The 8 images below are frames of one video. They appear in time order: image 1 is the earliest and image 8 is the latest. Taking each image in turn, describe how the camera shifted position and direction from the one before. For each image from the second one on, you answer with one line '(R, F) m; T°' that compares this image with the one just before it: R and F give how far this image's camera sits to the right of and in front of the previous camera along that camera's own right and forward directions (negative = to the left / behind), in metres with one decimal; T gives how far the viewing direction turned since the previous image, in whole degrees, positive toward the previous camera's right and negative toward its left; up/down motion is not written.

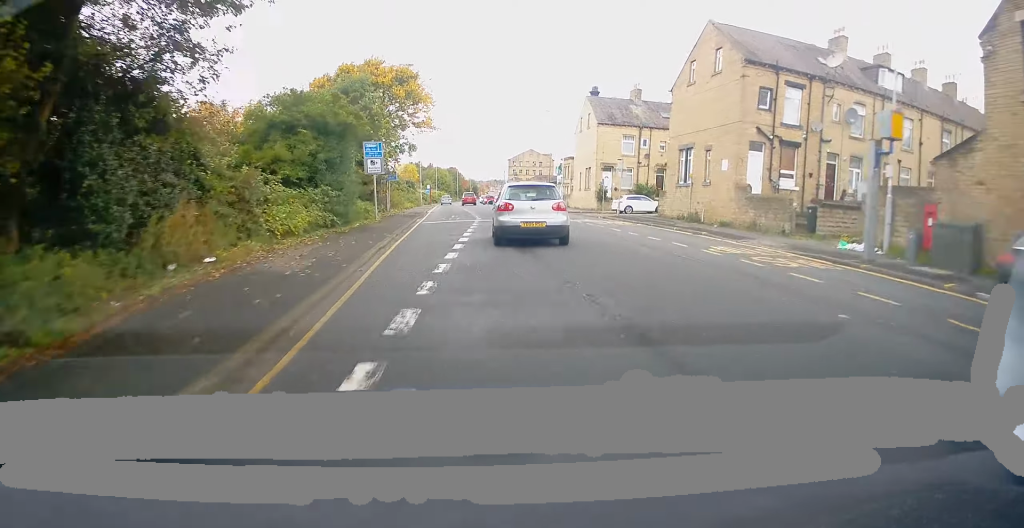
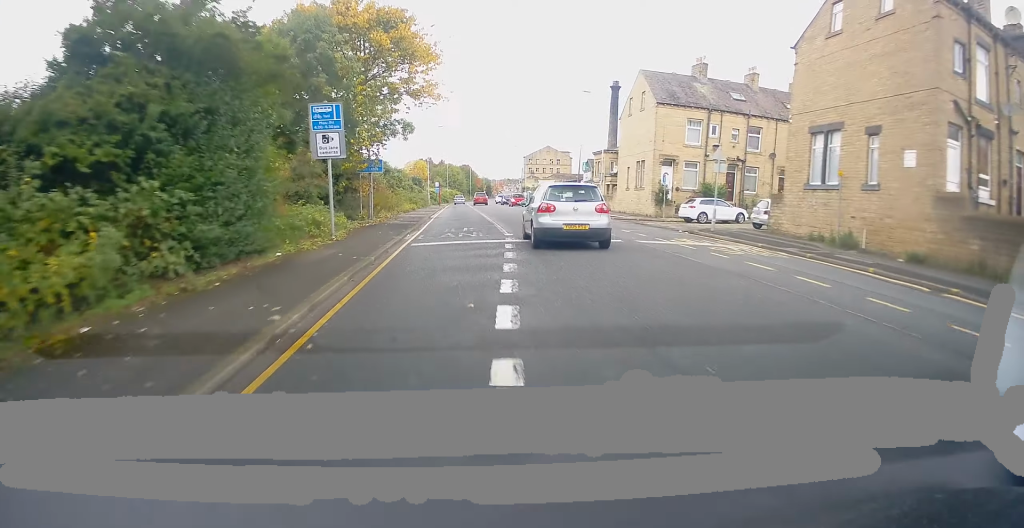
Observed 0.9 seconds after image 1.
(0.0, +12.0) m; -2°
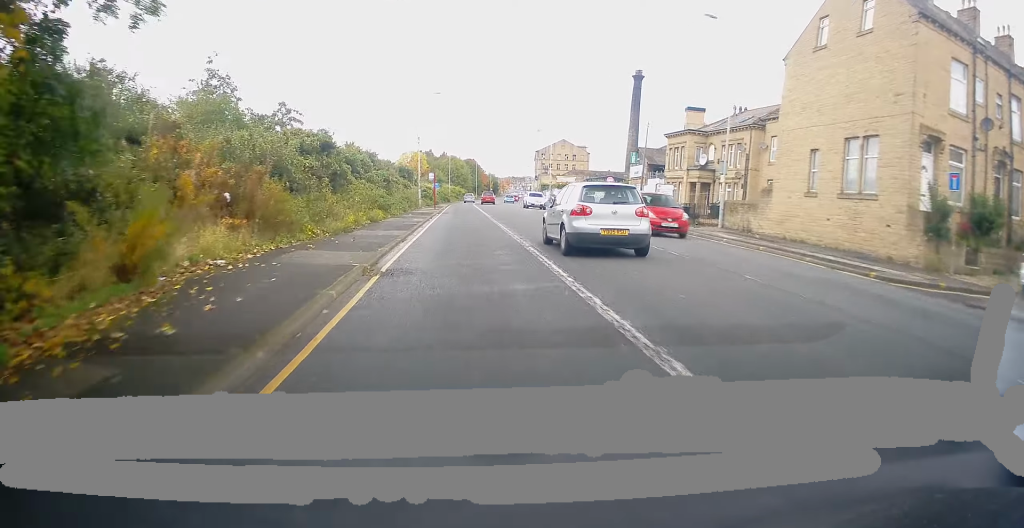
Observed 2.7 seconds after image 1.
(-0.3, +23.5) m; +1°
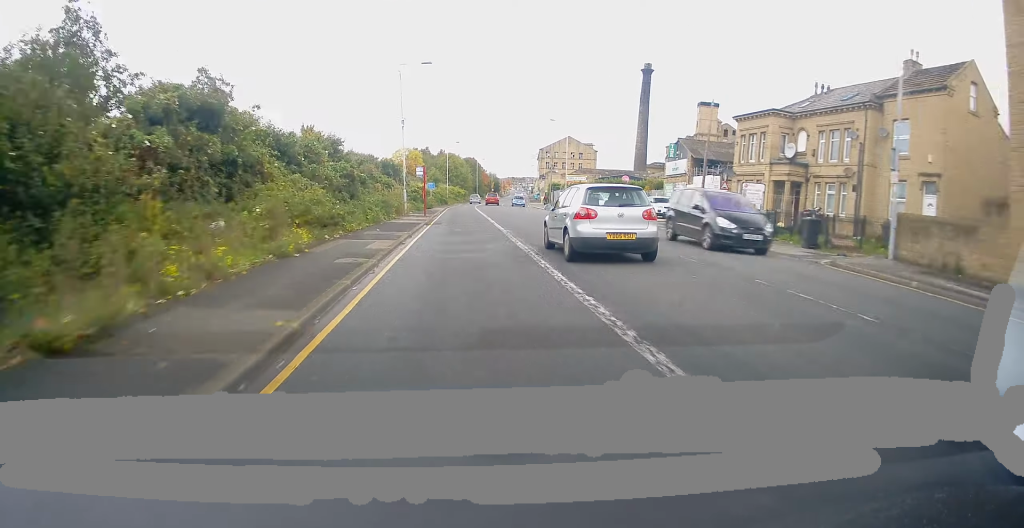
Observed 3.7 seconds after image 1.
(+0.2, +13.1) m; 0°
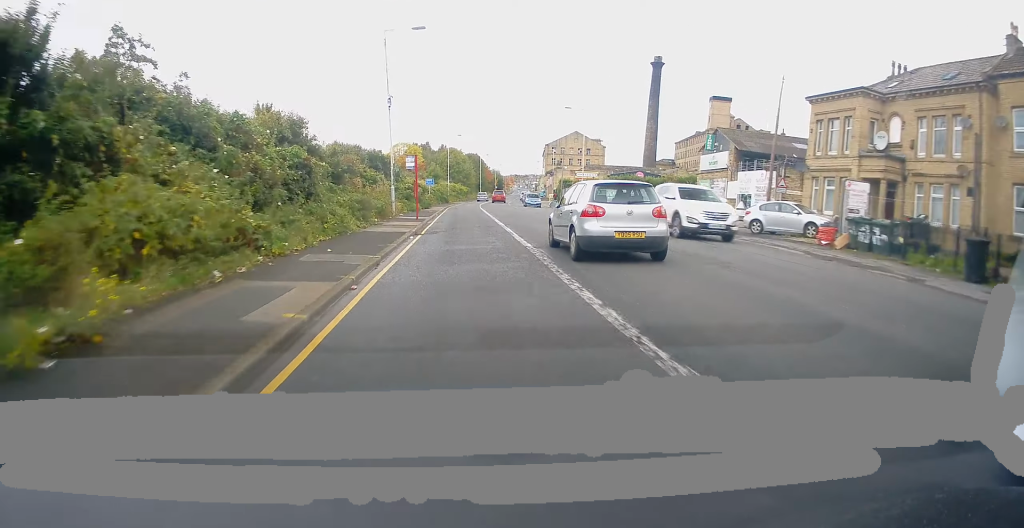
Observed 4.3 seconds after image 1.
(0.0, +7.9) m; -1°
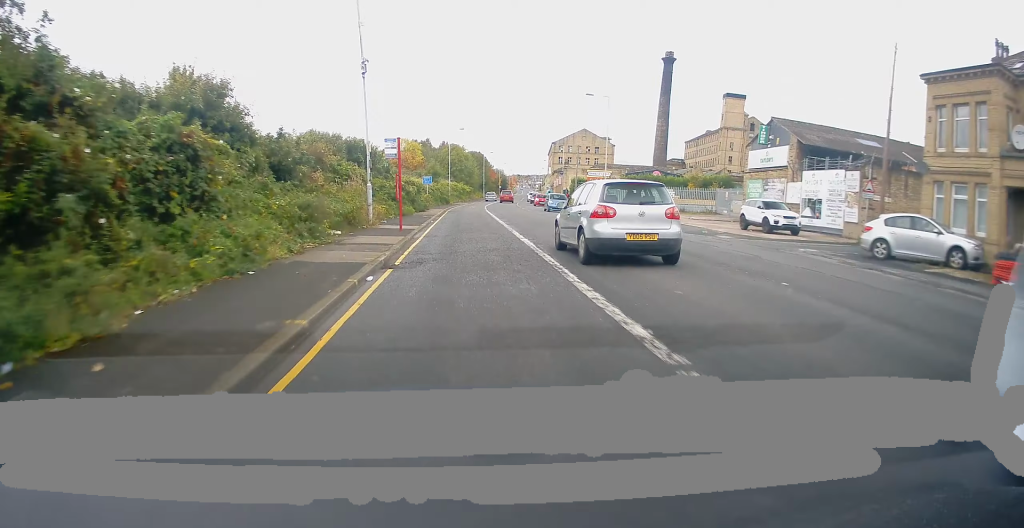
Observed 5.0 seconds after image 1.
(-0.4, +8.4) m; 0°
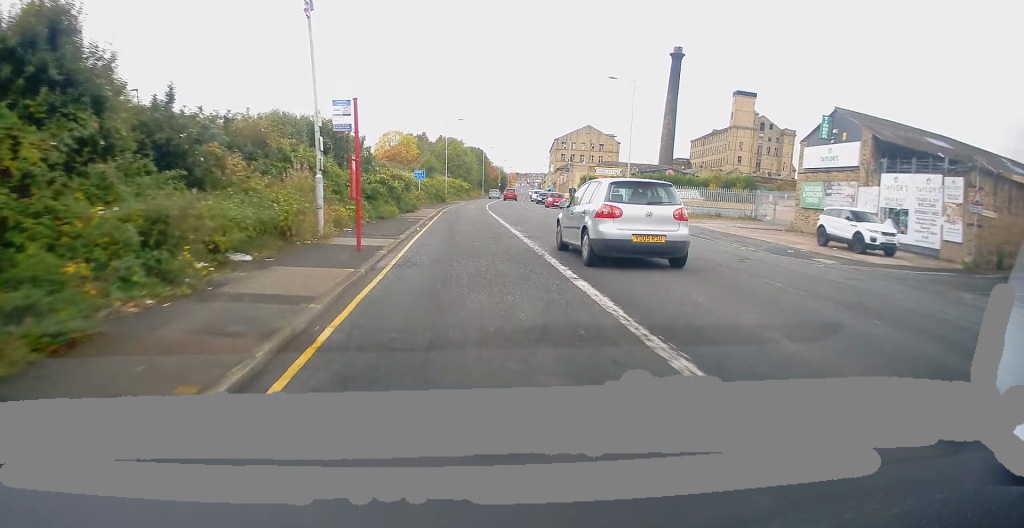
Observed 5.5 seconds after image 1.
(+0.1, +7.6) m; +1°
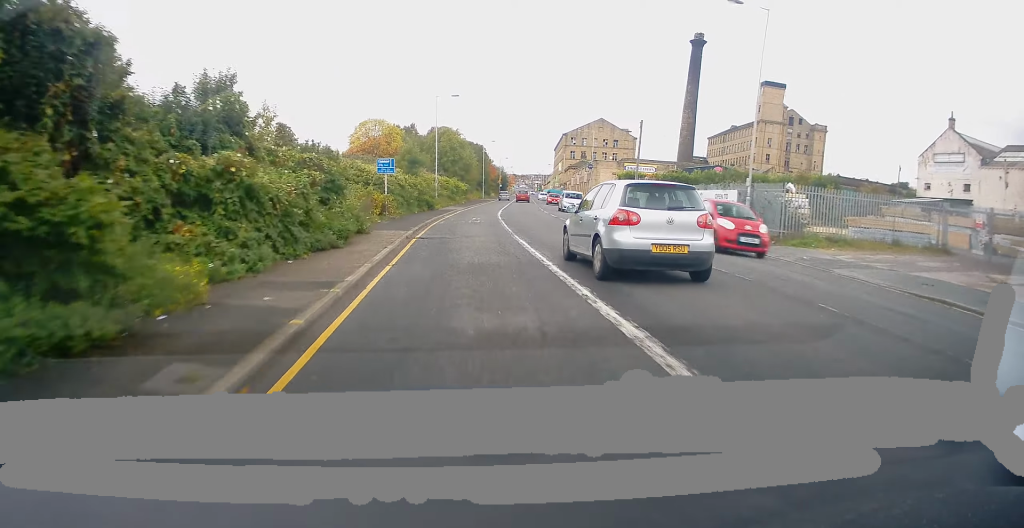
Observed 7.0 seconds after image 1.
(+0.5, +19.8) m; +1°
